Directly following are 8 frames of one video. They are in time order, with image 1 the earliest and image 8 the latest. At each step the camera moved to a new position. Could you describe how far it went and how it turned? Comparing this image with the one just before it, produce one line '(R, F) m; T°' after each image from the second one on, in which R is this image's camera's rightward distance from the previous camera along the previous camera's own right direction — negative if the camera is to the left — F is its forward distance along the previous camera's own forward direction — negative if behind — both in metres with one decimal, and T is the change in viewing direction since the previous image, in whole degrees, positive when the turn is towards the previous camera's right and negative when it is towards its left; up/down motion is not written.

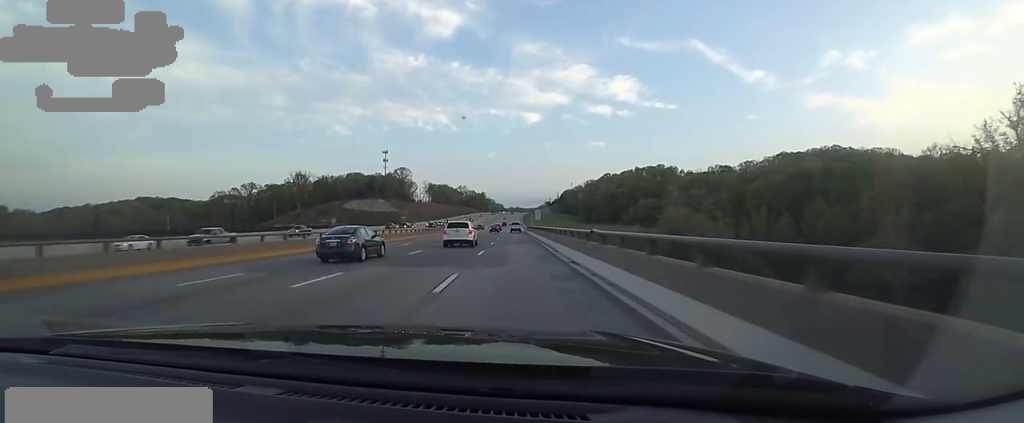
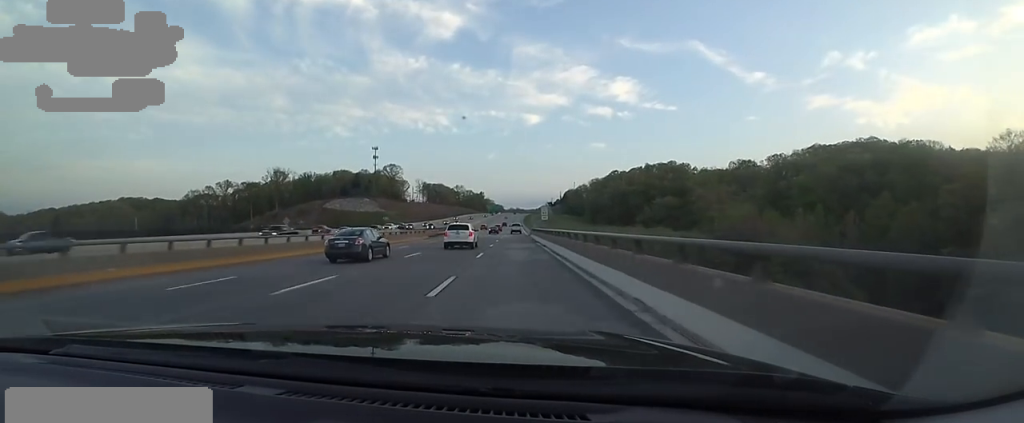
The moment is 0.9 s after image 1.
(-0.5, +25.8) m; +1°
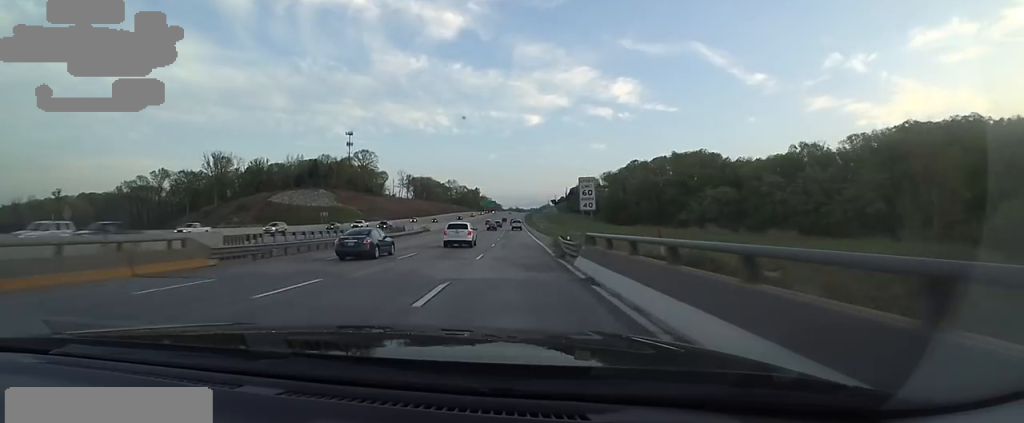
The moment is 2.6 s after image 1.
(+0.8, +51.1) m; +1°
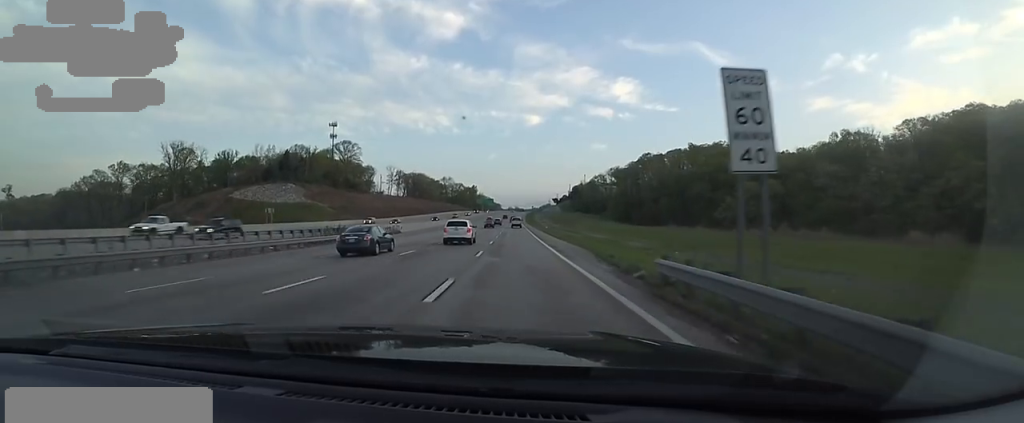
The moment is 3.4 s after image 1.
(-0.2, +24.0) m; 0°
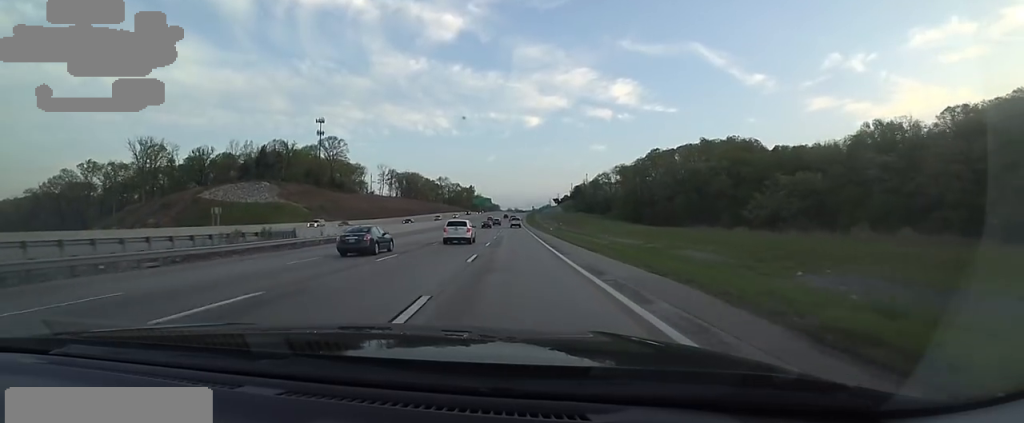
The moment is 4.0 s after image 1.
(+0.1, +15.2) m; 0°
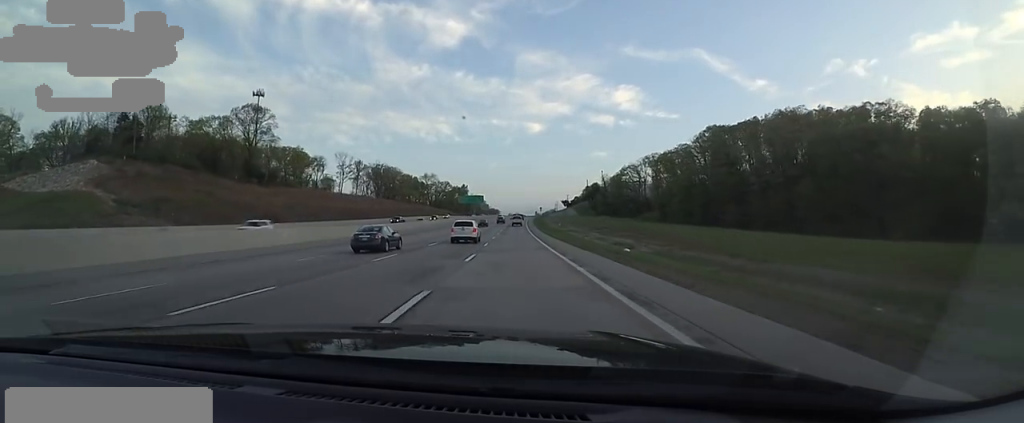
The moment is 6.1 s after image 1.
(+0.1, +61.4) m; -2°
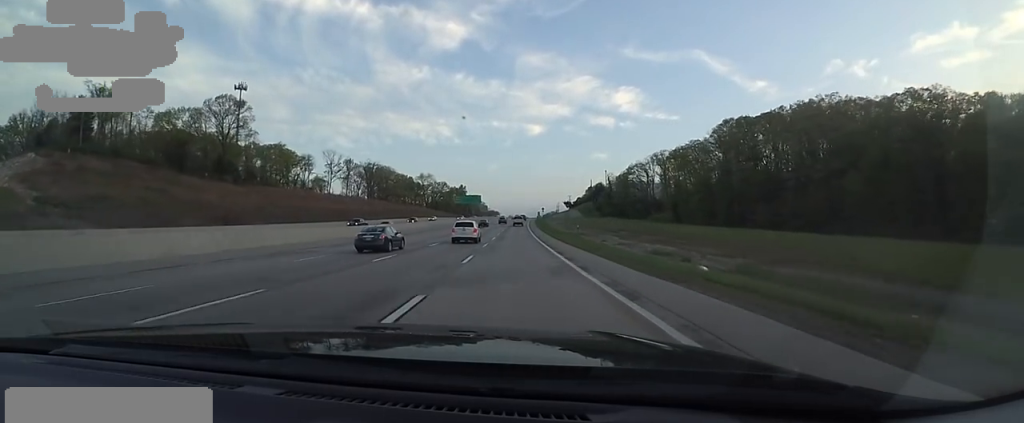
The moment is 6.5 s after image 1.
(-0.5, +12.7) m; 0°
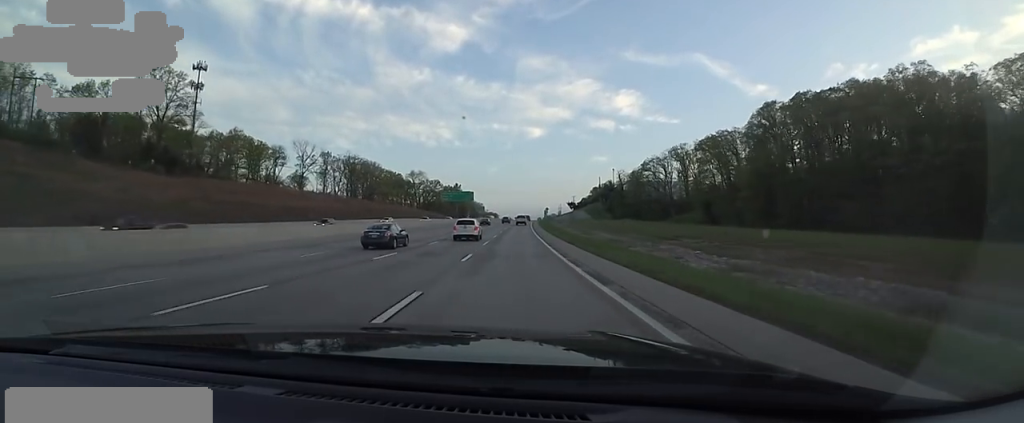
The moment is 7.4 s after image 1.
(-0.3, +24.5) m; 0°
